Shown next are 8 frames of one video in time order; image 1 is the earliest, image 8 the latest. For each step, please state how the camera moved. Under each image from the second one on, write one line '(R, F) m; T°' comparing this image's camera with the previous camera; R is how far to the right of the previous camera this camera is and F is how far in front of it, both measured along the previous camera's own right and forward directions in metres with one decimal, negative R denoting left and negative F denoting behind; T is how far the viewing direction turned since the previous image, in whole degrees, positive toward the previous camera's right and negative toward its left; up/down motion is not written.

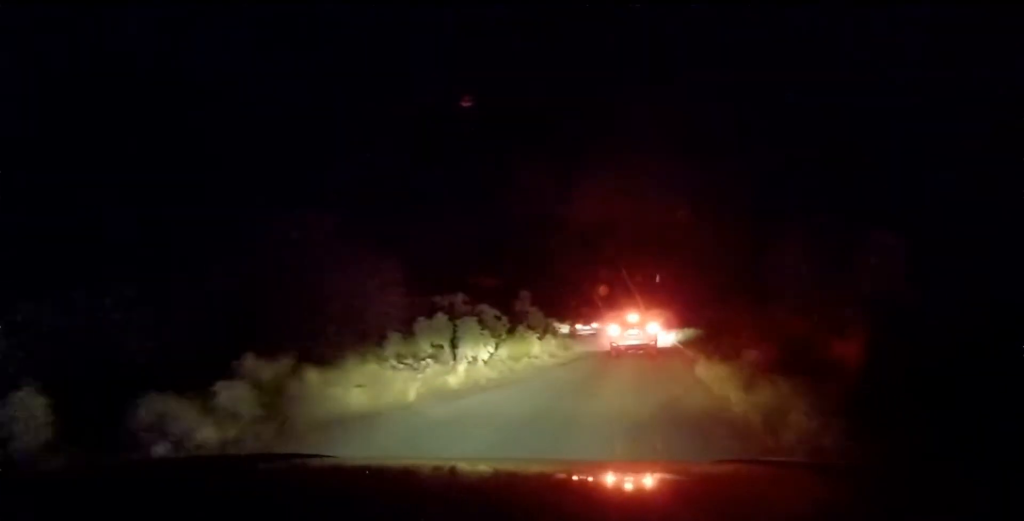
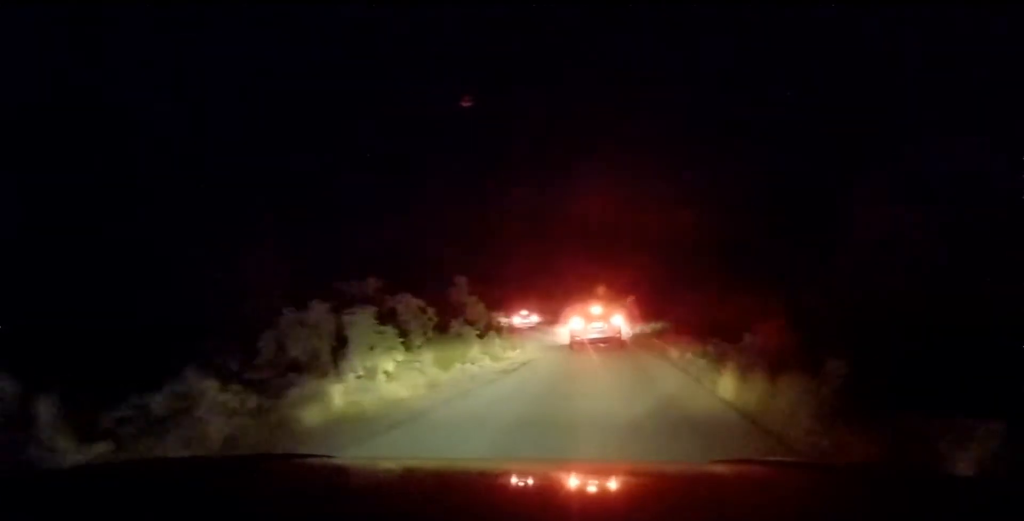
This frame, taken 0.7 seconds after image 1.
(+1.1, +4.8) m; +5°
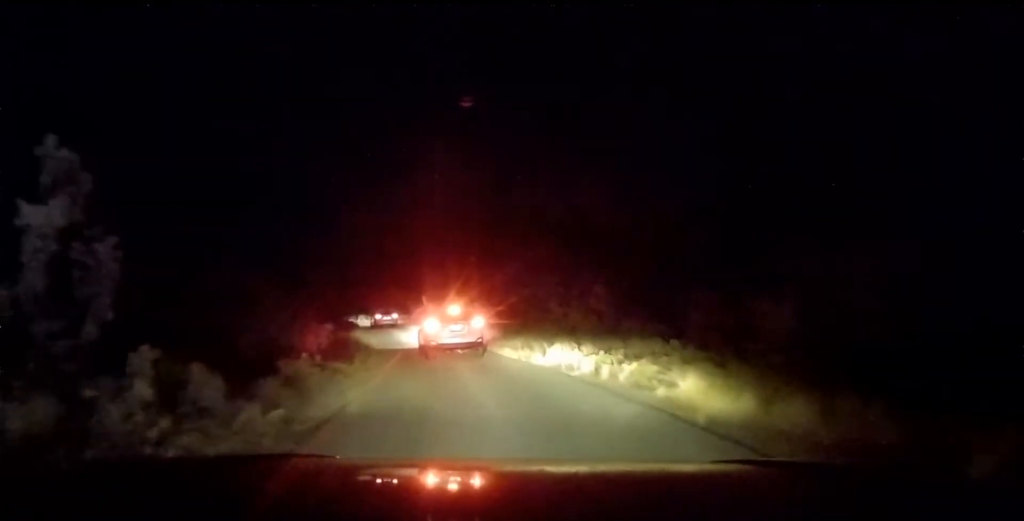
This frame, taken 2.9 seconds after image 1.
(+0.9, +15.9) m; +15°
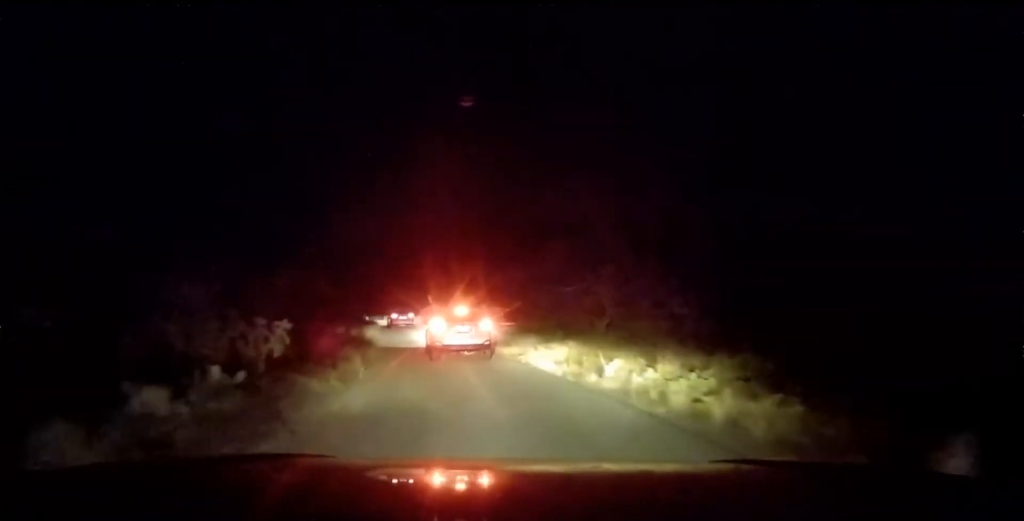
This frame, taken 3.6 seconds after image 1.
(+0.4, +4.9) m; -3°
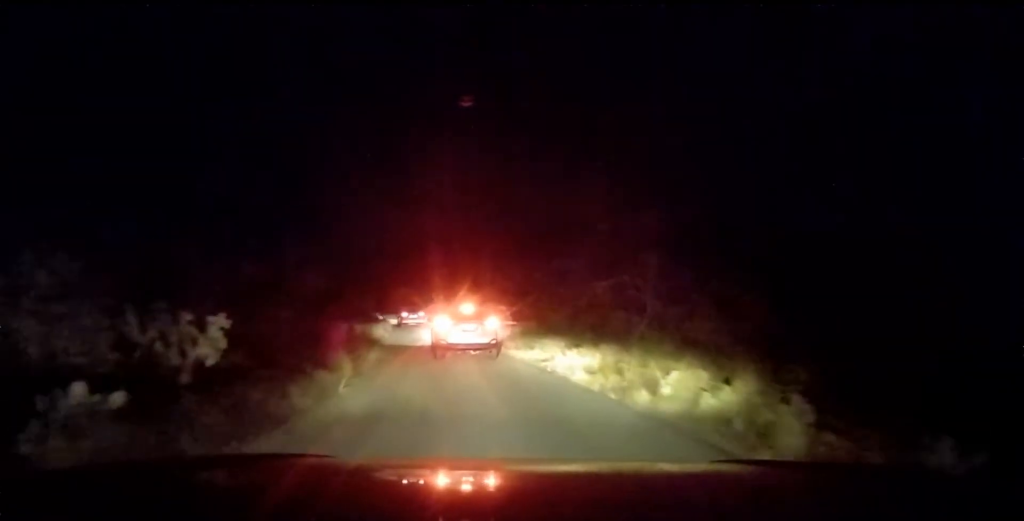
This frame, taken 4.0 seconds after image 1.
(+0.4, +2.9) m; -2°
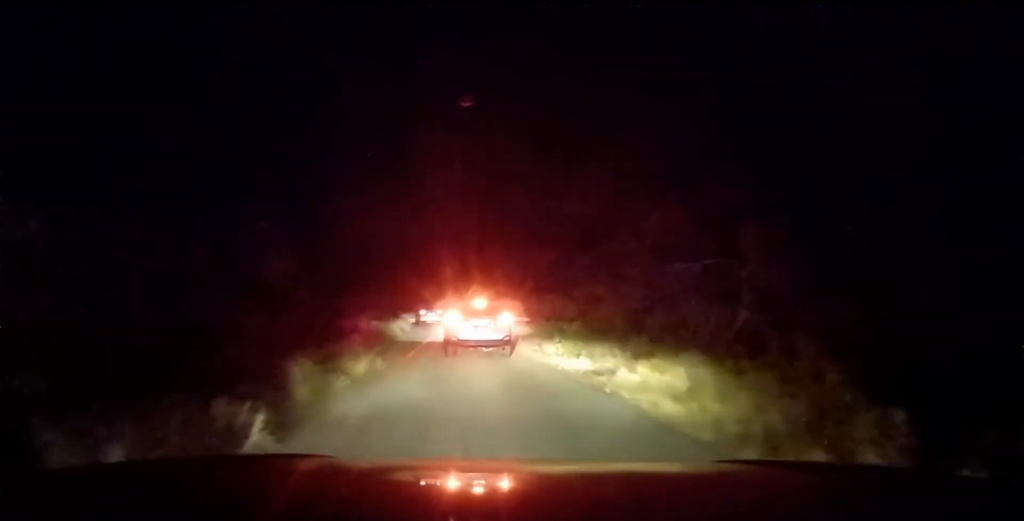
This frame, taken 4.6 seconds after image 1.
(-0.9, +4.3) m; -3°
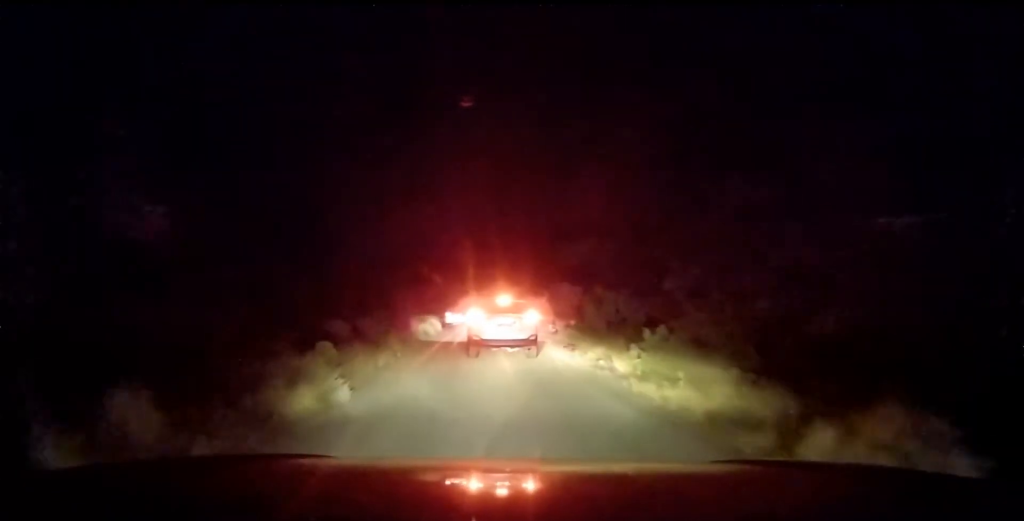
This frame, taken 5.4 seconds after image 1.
(-0.1, +5.6) m; -2°
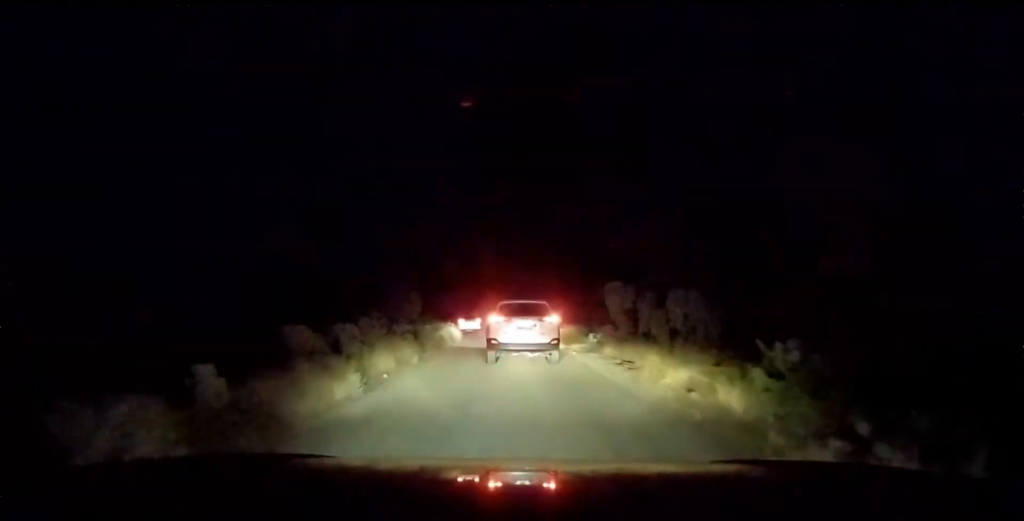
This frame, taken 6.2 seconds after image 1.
(+0.1, +5.3) m; -3°
